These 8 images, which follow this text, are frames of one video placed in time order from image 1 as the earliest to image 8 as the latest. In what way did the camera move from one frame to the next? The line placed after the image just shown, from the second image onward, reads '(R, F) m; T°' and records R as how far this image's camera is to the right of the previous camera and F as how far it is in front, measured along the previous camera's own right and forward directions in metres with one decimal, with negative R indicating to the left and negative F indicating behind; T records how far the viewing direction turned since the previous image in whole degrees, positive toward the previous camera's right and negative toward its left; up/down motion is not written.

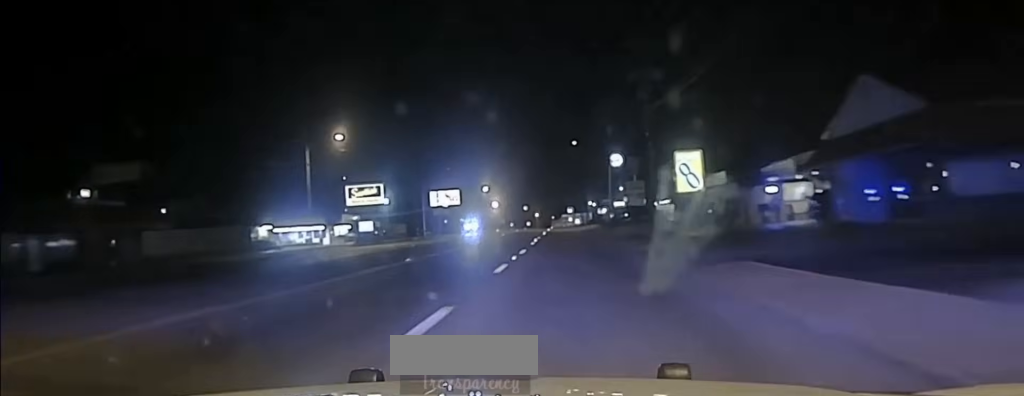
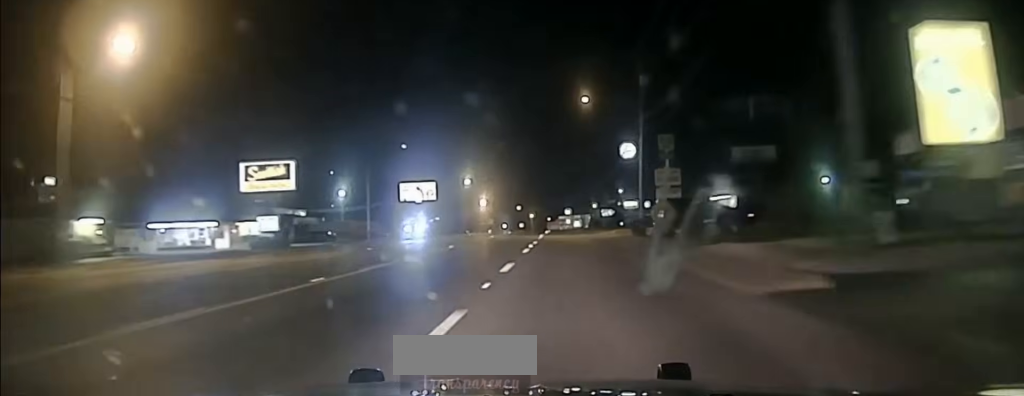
(+0.2, +40.2) m; 0°
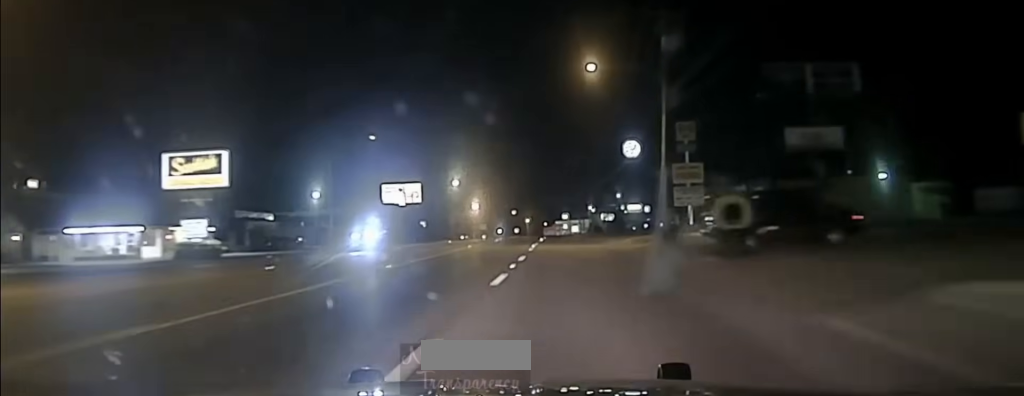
(-0.1, +16.1) m; 0°
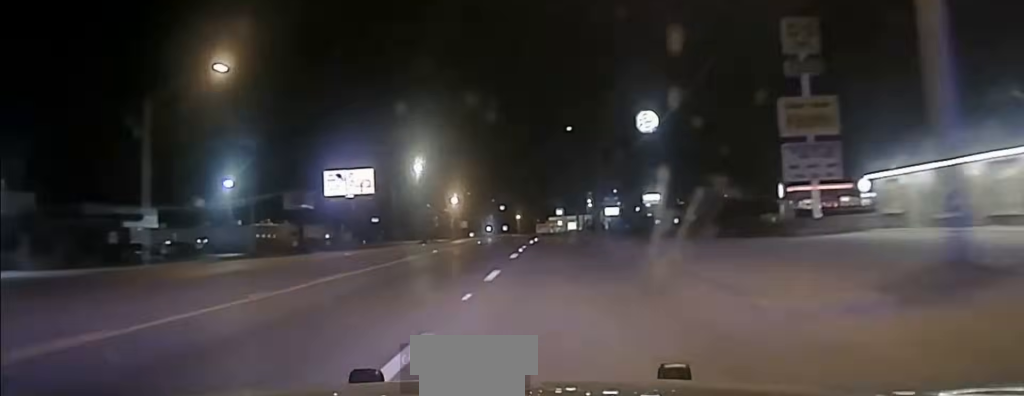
(+0.2, +44.8) m; +1°
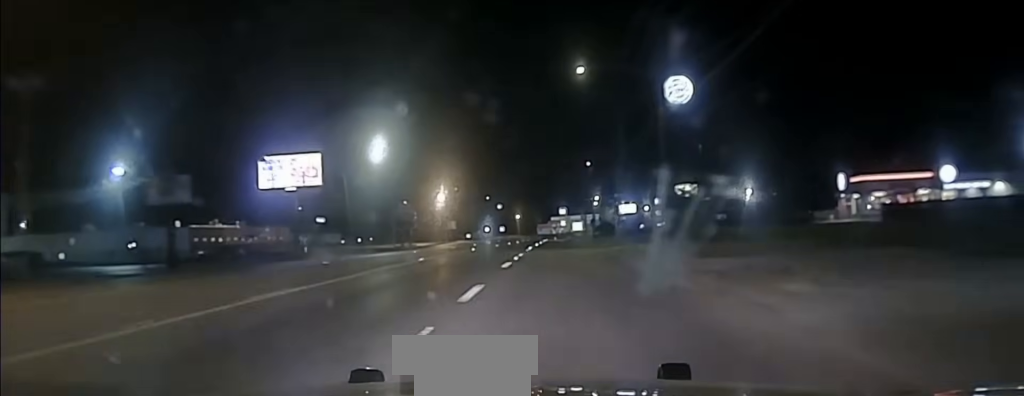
(0.0, +30.2) m; 0°
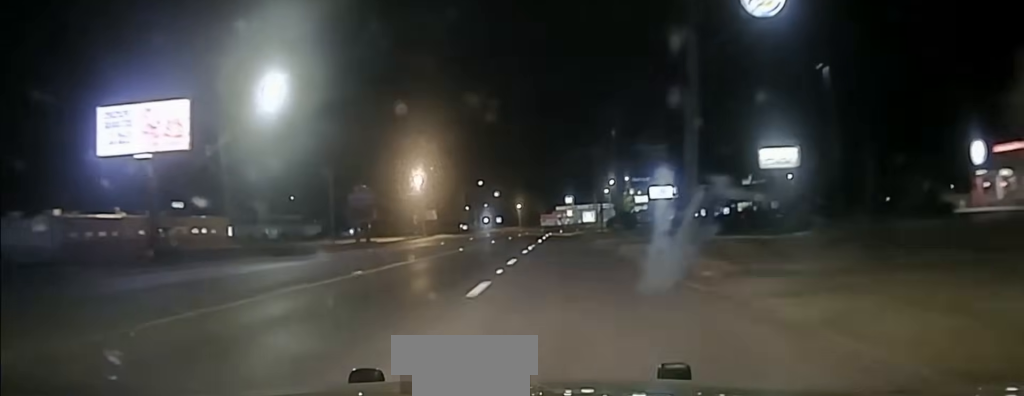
(-0.2, +36.9) m; 0°
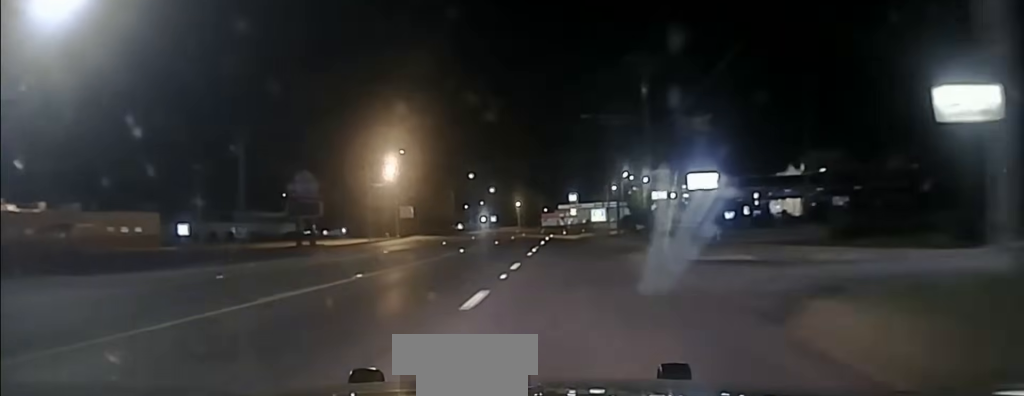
(0.0, +22.5) m; 0°
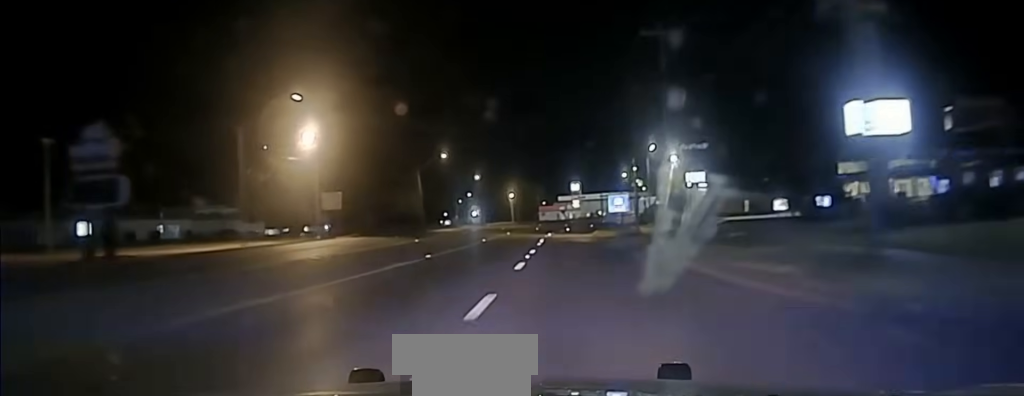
(0.0, +34.5) m; 0°
